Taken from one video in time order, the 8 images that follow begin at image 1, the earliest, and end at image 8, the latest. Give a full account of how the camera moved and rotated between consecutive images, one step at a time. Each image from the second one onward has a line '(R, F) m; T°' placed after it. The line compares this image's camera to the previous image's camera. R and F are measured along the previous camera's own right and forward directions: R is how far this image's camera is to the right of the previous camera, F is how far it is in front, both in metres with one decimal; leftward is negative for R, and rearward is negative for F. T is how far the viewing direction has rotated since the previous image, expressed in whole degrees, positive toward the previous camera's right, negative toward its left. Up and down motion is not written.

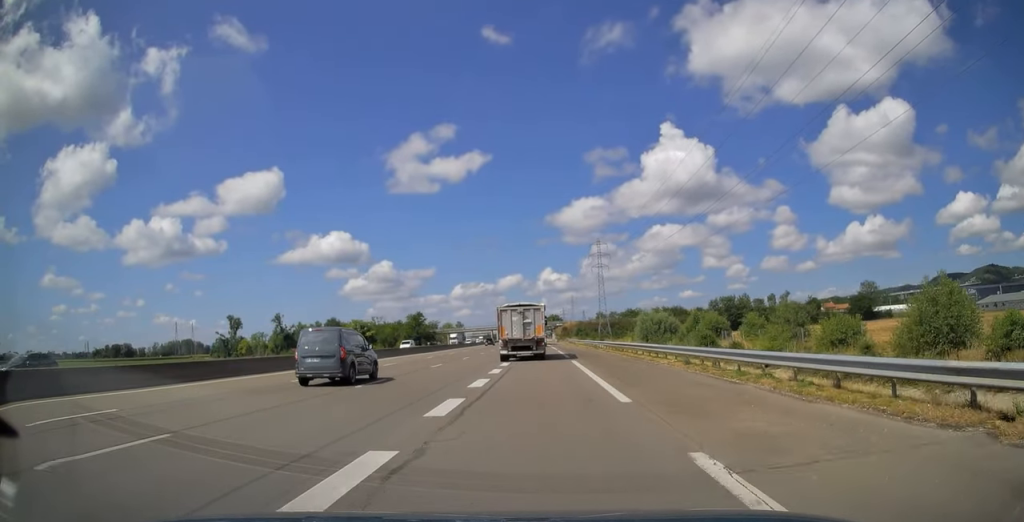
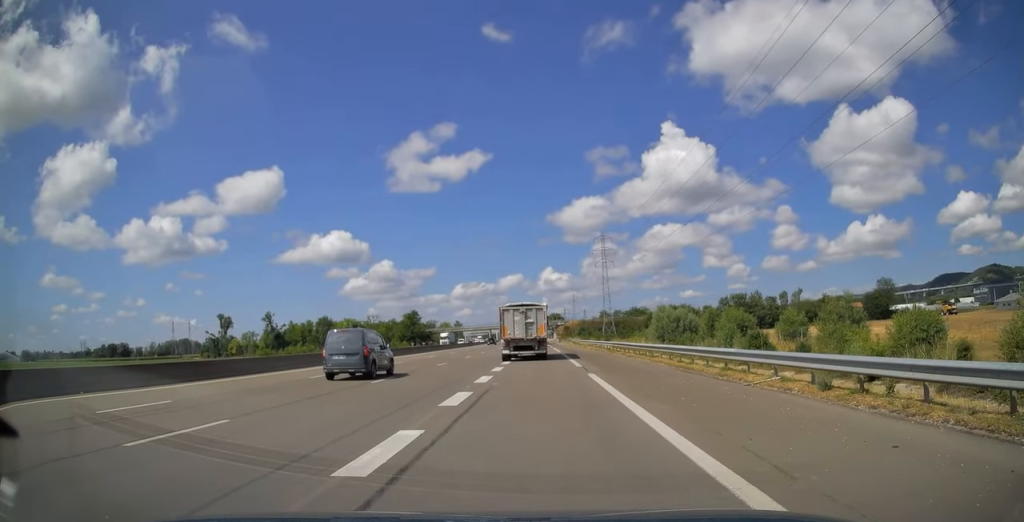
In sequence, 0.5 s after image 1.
(-0.2, +10.9) m; -1°
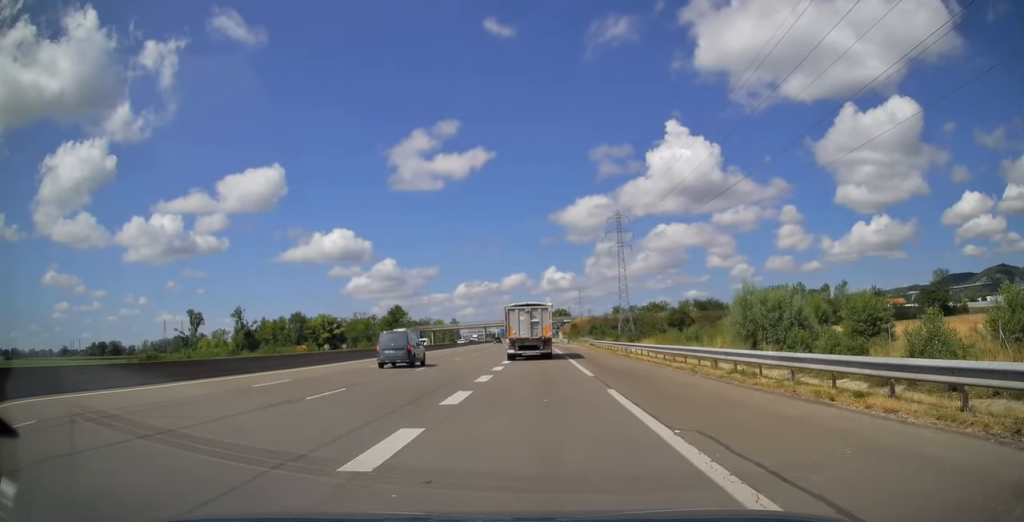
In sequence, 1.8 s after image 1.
(-0.3, +31.0) m; -1°
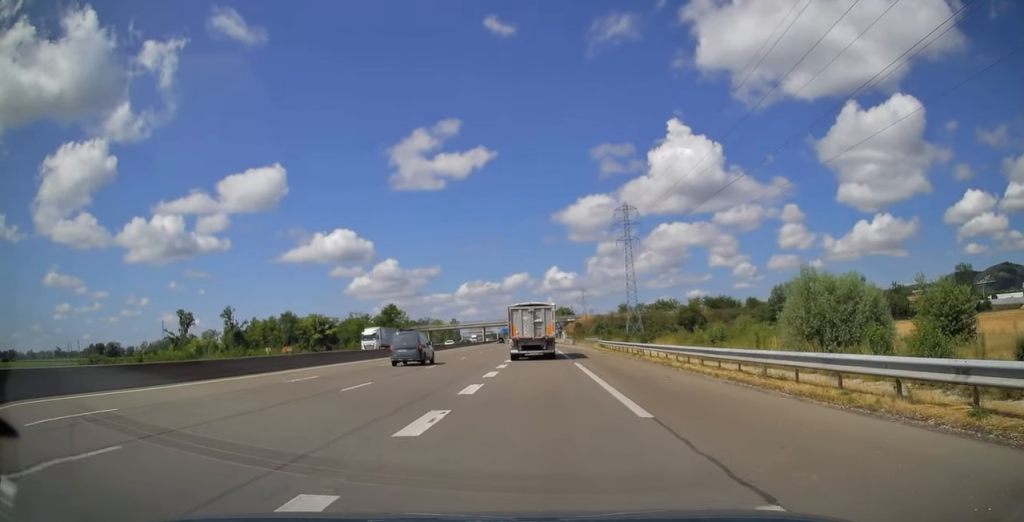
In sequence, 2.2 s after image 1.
(0.0, +10.2) m; 0°
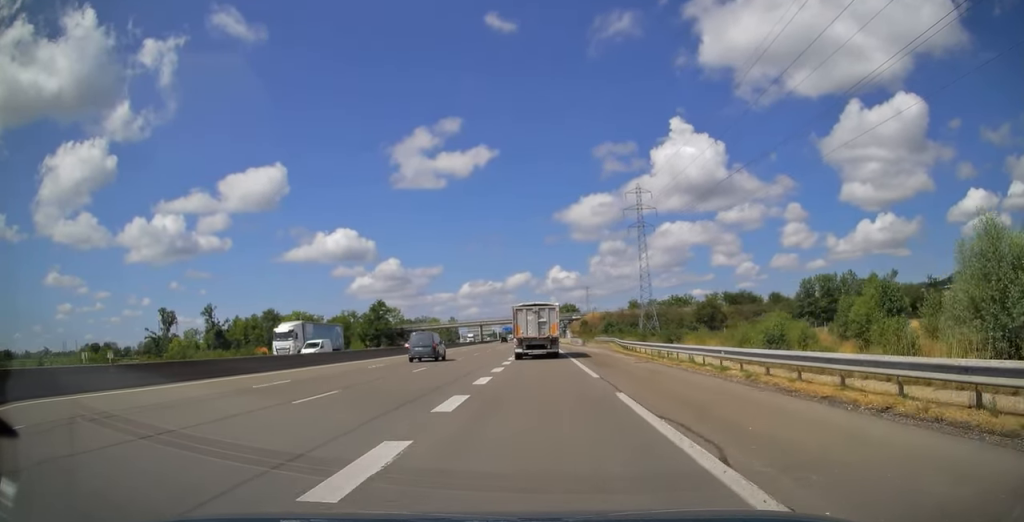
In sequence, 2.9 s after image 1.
(0.0, +16.0) m; 0°
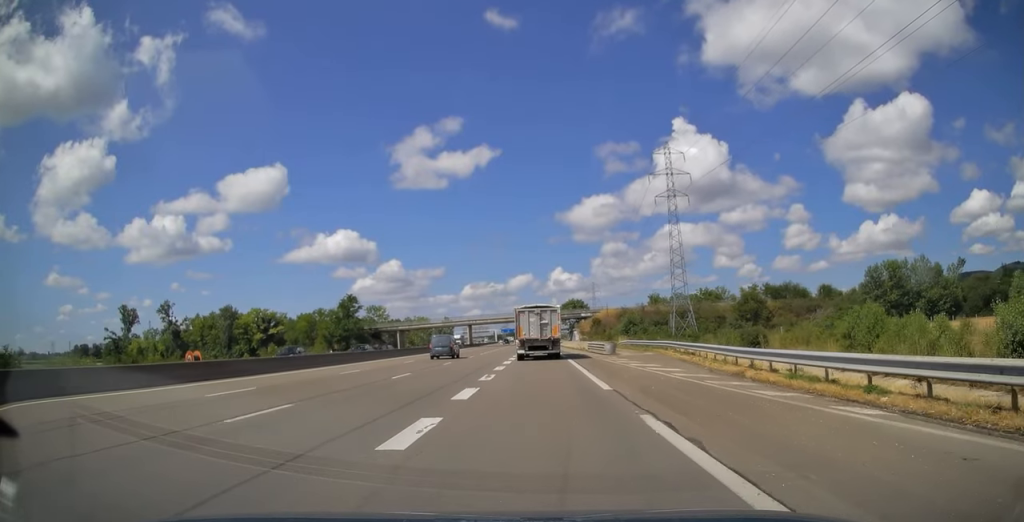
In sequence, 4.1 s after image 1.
(-0.1, +28.6) m; 0°
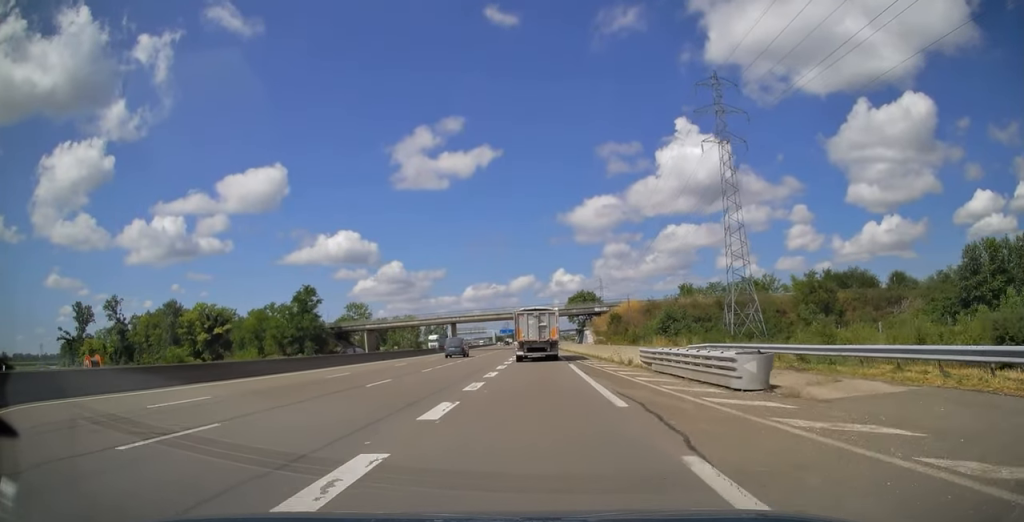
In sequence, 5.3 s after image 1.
(-0.1, +28.3) m; 0°
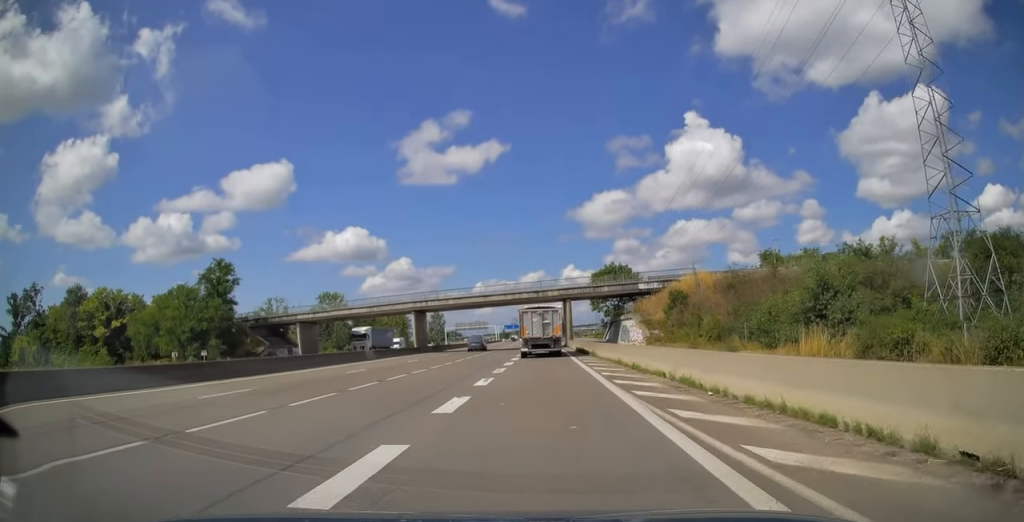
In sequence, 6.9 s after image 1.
(-0.1, +36.9) m; 0°
